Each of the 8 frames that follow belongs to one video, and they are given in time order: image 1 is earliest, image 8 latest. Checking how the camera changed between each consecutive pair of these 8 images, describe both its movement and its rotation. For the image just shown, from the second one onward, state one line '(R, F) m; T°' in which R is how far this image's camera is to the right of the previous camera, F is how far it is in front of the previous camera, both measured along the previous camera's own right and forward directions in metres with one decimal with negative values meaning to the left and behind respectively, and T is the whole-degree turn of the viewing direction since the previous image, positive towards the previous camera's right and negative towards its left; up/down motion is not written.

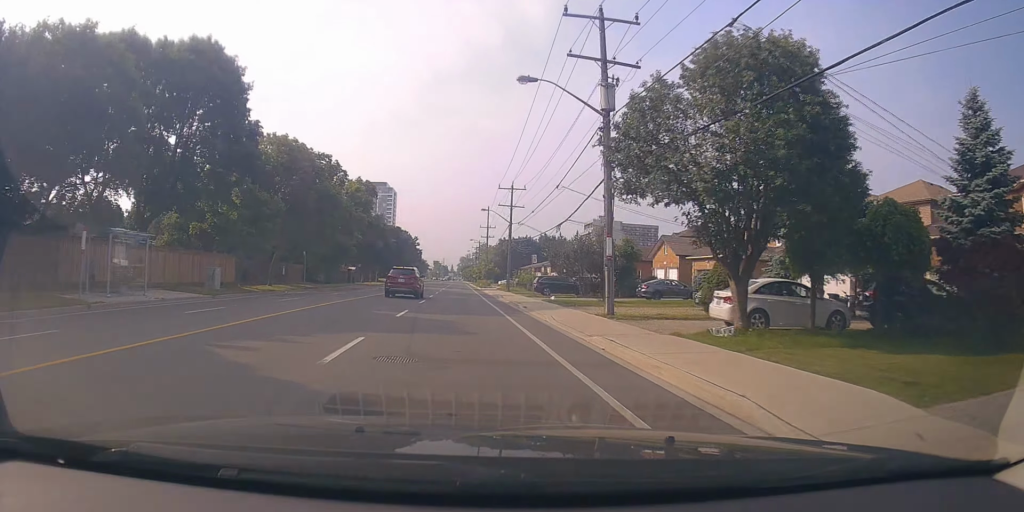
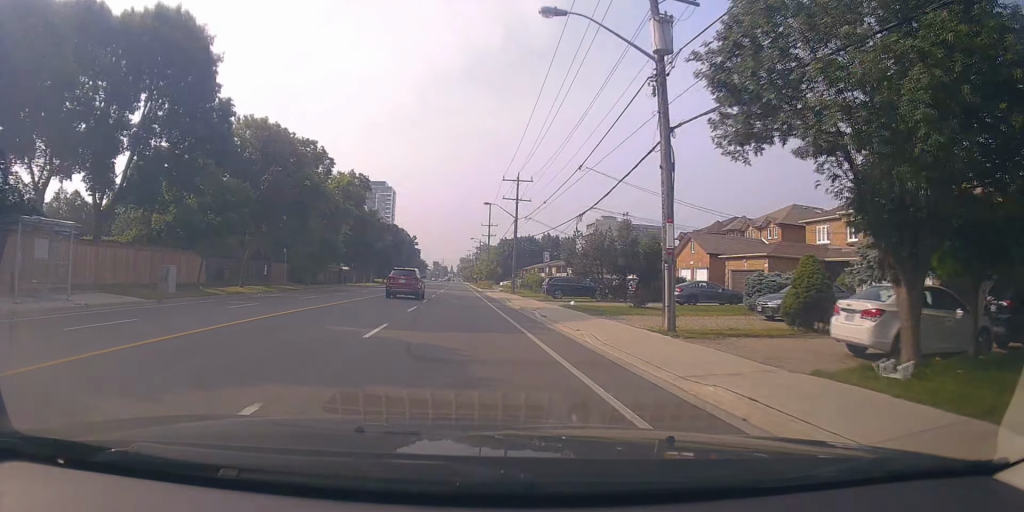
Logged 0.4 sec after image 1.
(0.0, +5.8) m; 0°
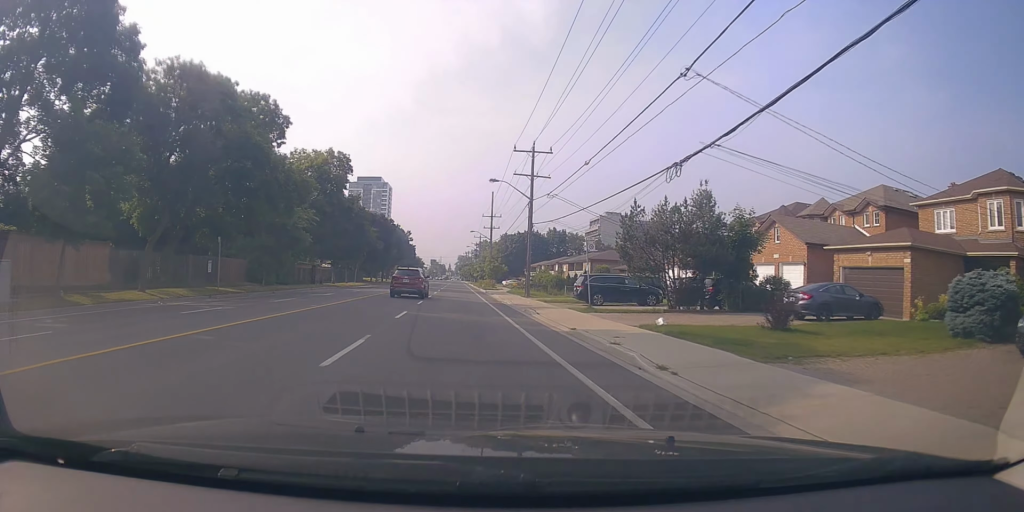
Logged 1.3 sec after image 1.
(+0.2, +12.5) m; +1°
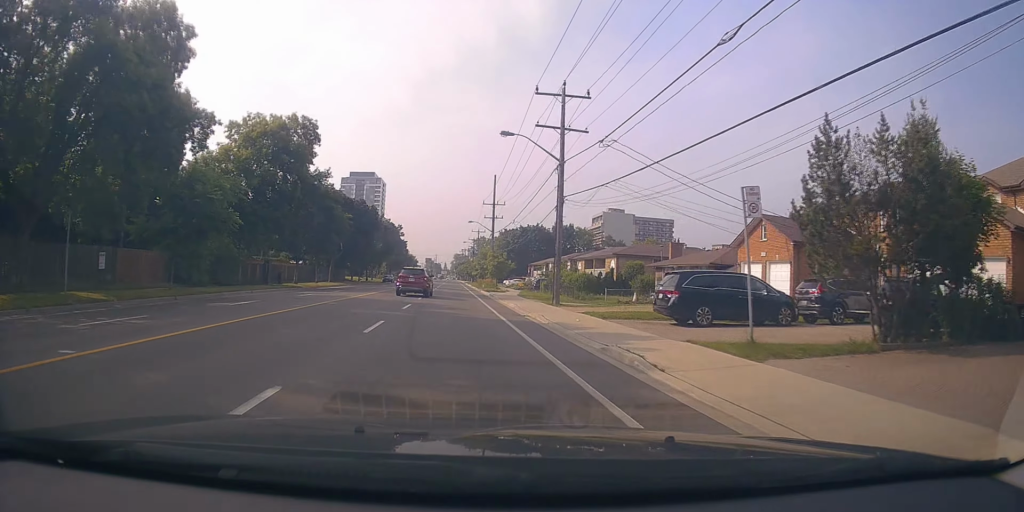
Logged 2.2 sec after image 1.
(0.0, +13.9) m; -1°
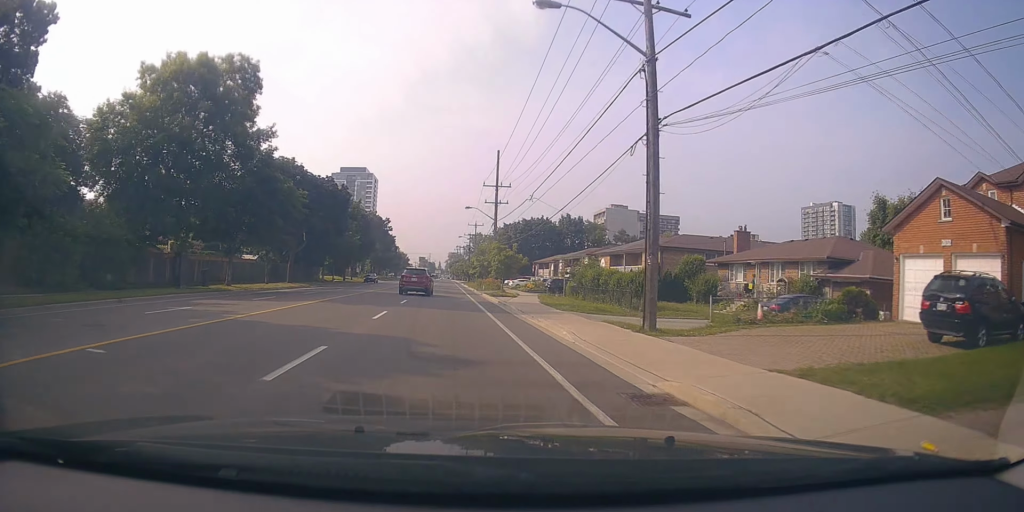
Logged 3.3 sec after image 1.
(-0.4, +14.8) m; +2°
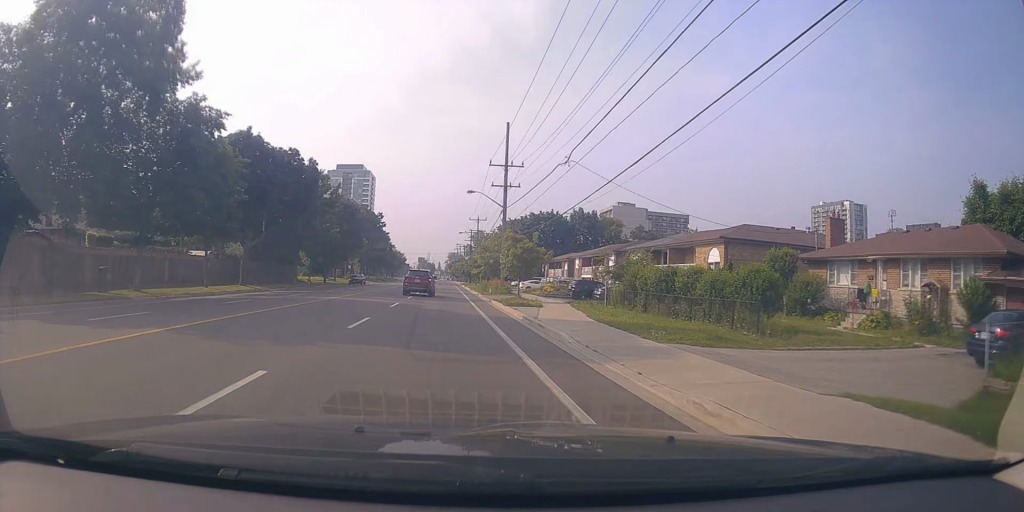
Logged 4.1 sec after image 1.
(+0.6, +11.7) m; +2°
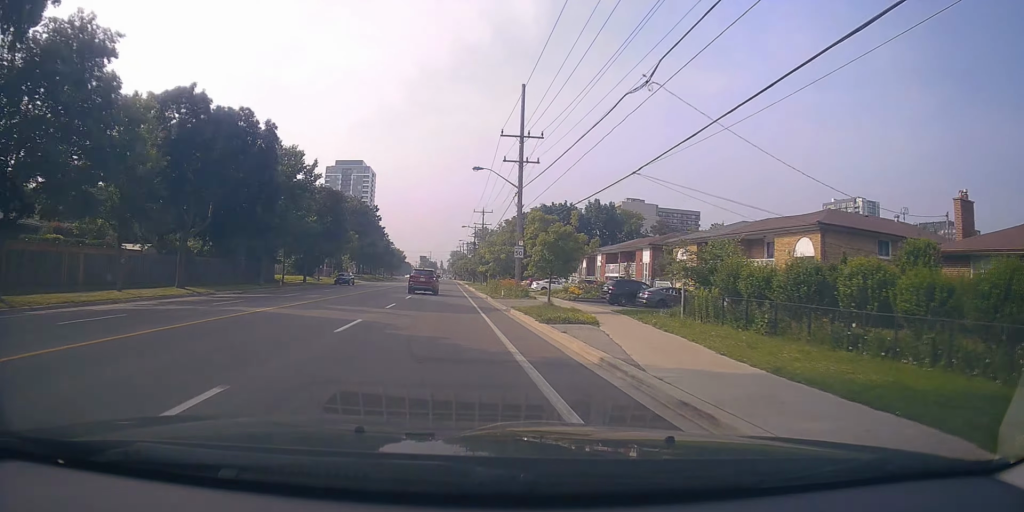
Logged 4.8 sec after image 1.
(0.0, +10.4) m; 0°
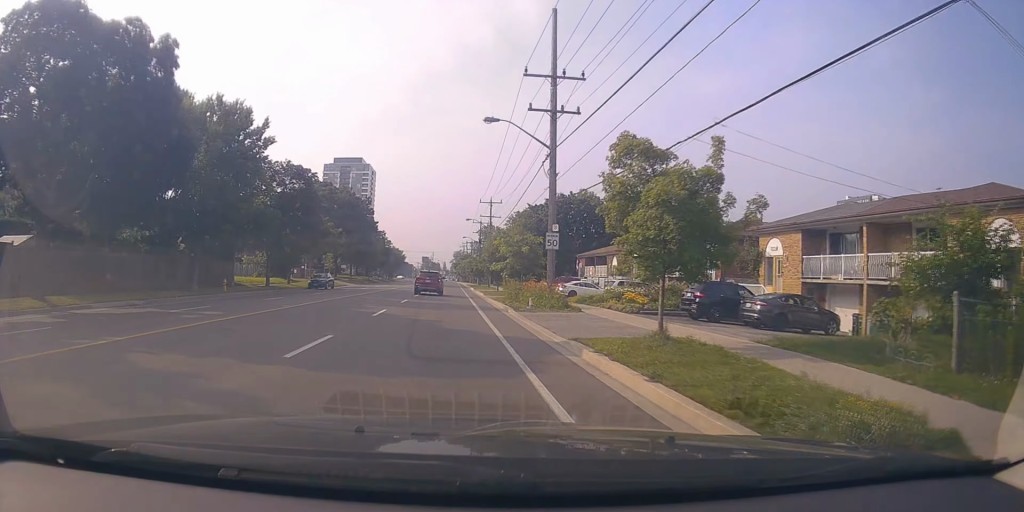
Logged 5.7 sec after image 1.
(-0.2, +12.7) m; -2°
